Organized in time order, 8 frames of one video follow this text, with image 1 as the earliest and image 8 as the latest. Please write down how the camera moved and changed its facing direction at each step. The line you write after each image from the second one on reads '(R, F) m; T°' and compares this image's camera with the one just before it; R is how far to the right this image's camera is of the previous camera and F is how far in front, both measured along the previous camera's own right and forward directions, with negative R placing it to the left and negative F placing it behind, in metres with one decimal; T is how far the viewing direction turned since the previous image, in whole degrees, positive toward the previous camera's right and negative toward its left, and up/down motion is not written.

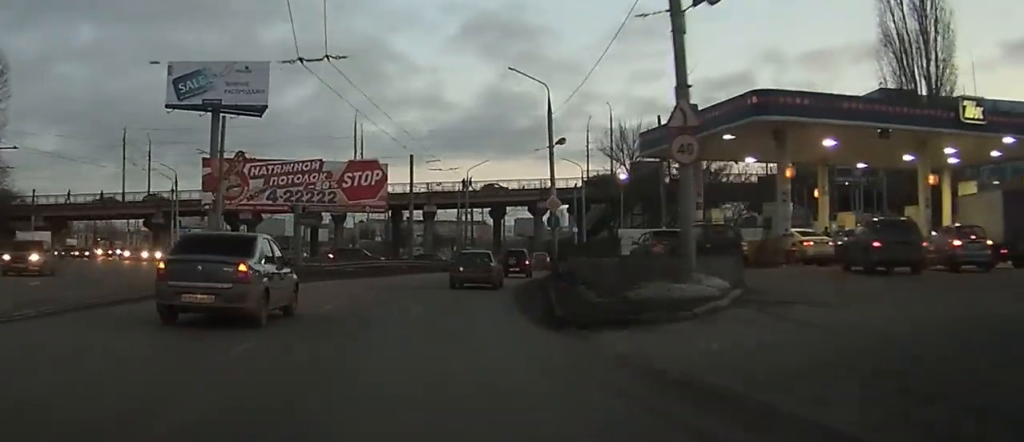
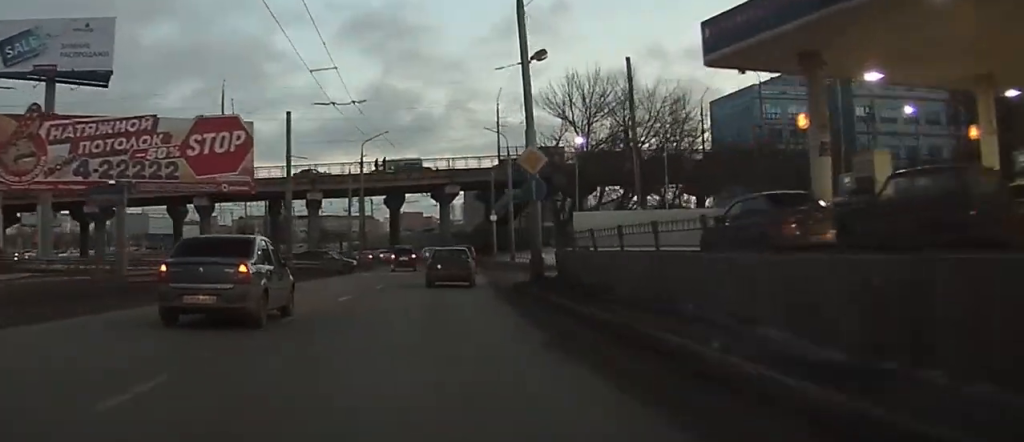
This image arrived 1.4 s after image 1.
(+0.8, +19.1) m; +6°
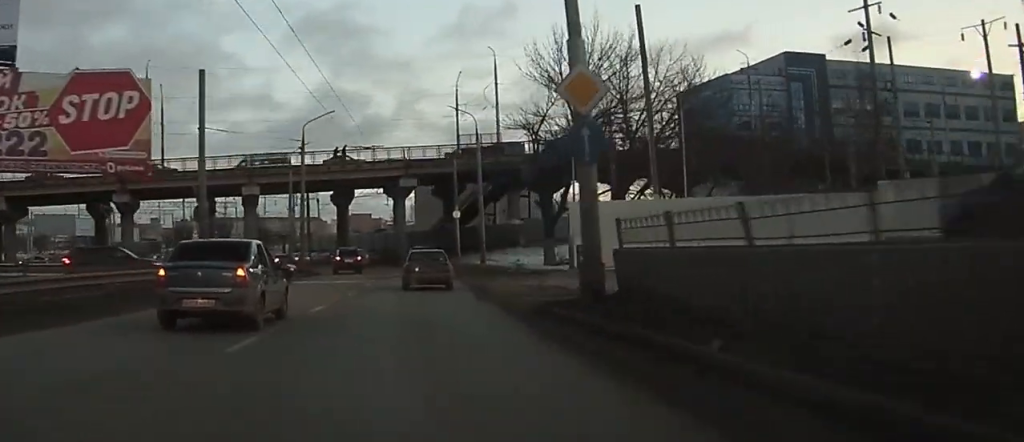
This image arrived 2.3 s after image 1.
(+0.4, +11.1) m; +4°
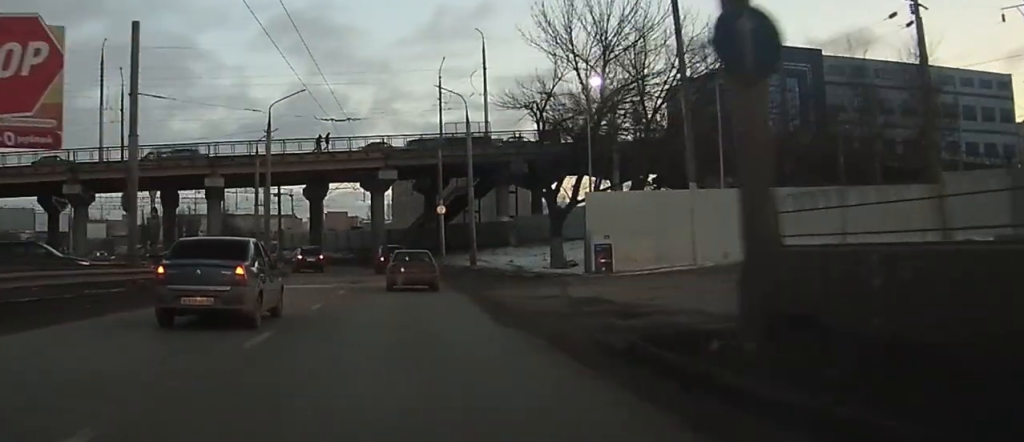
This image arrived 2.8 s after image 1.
(0.0, +7.1) m; +2°
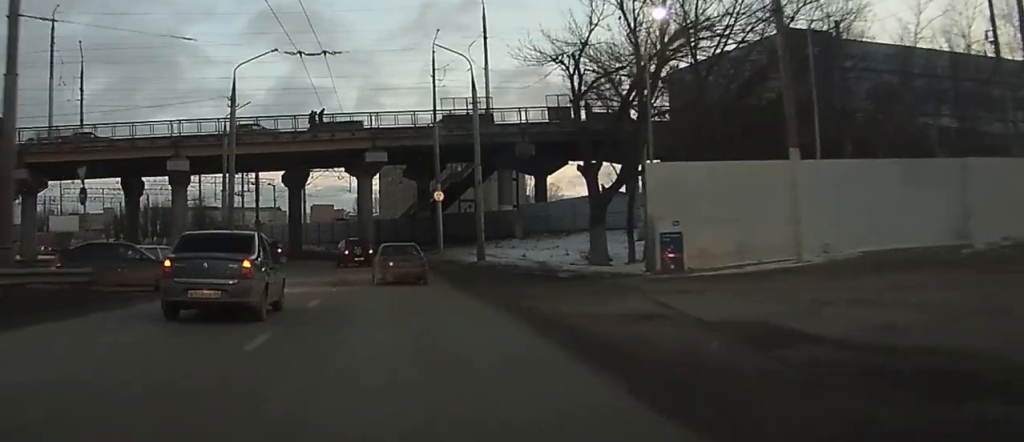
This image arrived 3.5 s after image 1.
(+0.4, +8.9) m; +3°
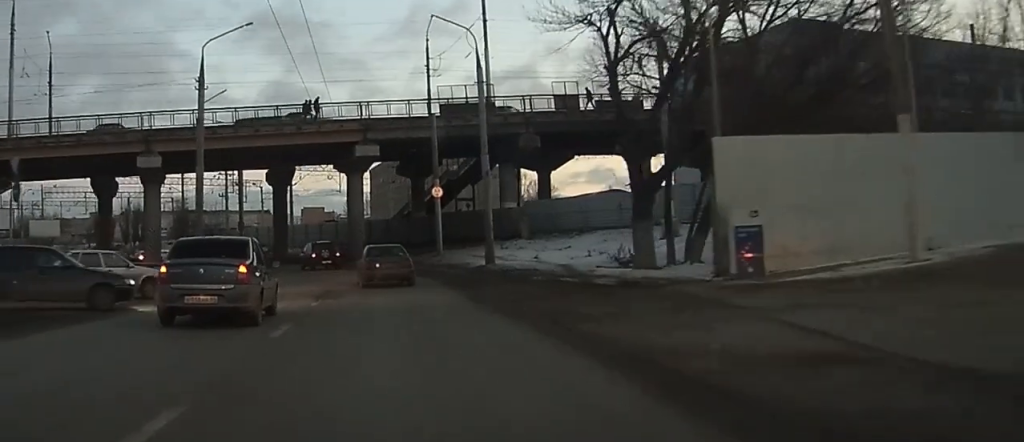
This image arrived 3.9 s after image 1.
(+0.1, +5.8) m; +2°
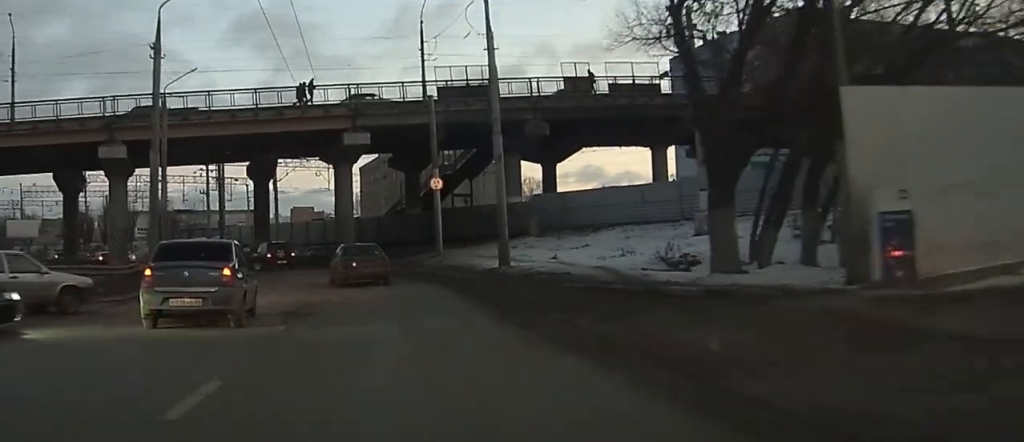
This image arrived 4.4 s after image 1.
(+0.2, +6.2) m; +1°
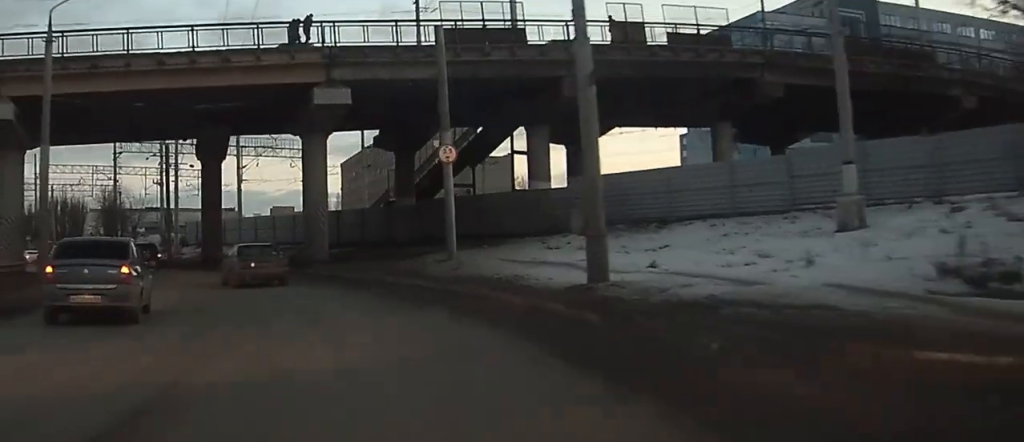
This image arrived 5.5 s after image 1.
(+0.2, +14.7) m; +1°
